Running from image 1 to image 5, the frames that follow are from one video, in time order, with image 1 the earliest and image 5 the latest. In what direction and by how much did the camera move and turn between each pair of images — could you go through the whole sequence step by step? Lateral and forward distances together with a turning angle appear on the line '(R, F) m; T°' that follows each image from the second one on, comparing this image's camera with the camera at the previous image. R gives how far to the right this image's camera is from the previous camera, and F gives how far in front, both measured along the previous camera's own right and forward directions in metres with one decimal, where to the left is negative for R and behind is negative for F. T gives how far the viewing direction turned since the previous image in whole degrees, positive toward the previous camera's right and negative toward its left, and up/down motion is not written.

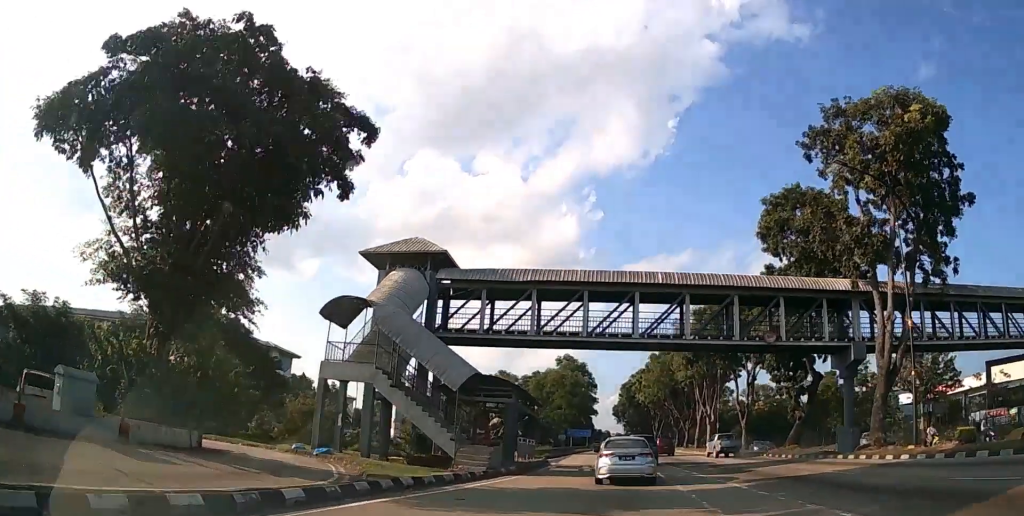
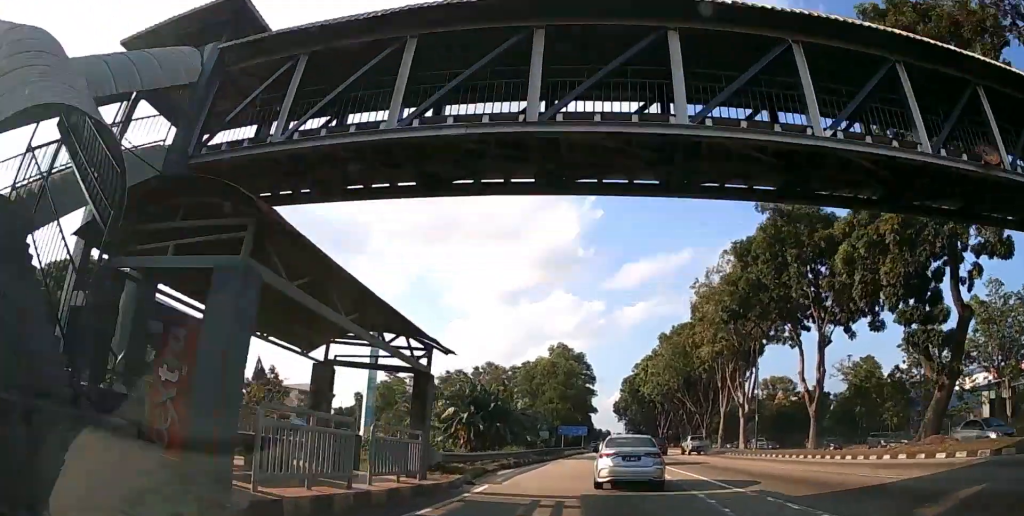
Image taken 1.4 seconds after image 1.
(0.0, +18.8) m; 0°
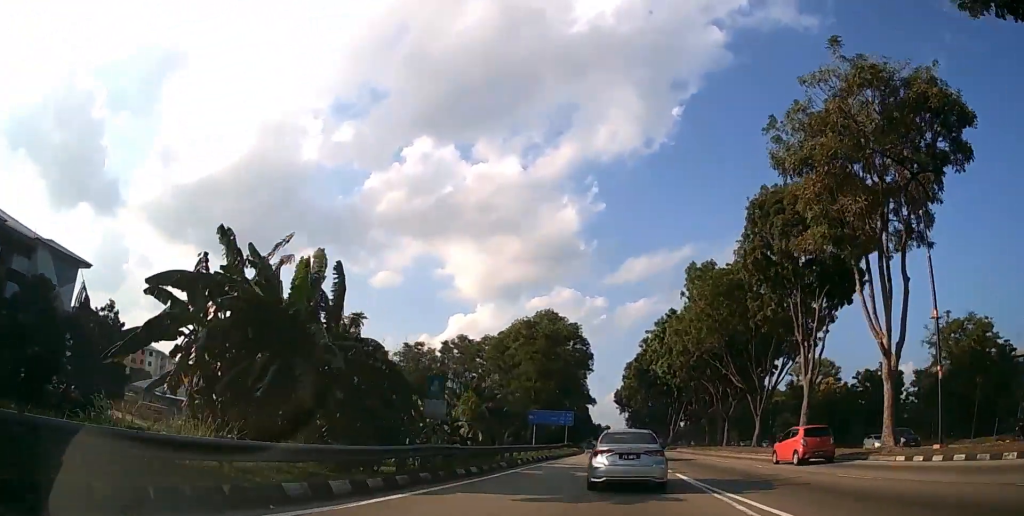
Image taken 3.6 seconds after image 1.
(-0.1, +30.3) m; 0°
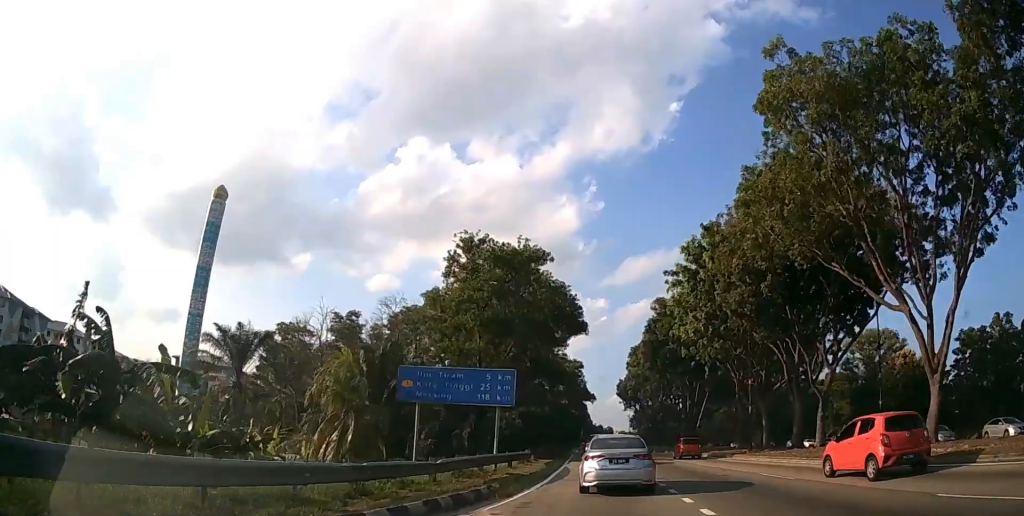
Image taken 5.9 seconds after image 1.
(+0.2, +27.3) m; 0°
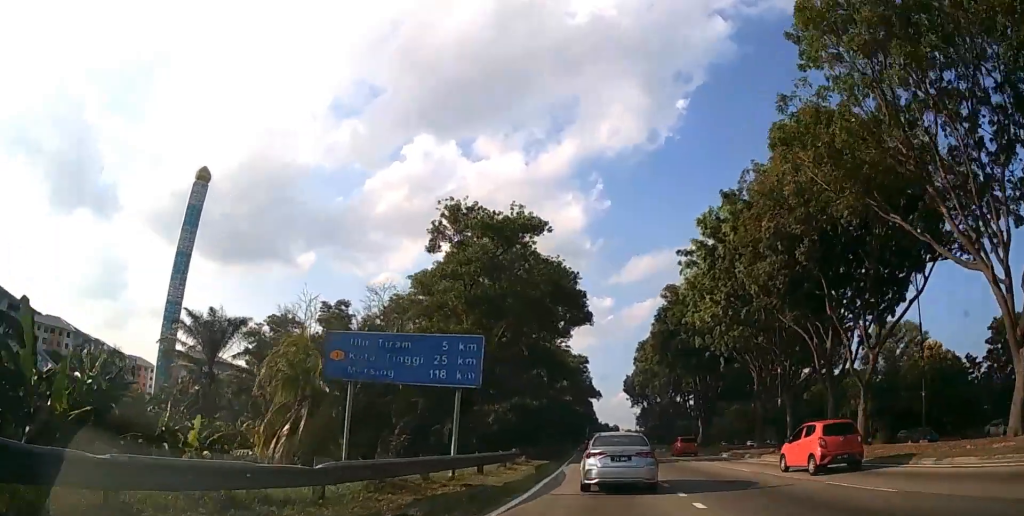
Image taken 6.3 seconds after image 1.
(0.0, +5.8) m; 0°
